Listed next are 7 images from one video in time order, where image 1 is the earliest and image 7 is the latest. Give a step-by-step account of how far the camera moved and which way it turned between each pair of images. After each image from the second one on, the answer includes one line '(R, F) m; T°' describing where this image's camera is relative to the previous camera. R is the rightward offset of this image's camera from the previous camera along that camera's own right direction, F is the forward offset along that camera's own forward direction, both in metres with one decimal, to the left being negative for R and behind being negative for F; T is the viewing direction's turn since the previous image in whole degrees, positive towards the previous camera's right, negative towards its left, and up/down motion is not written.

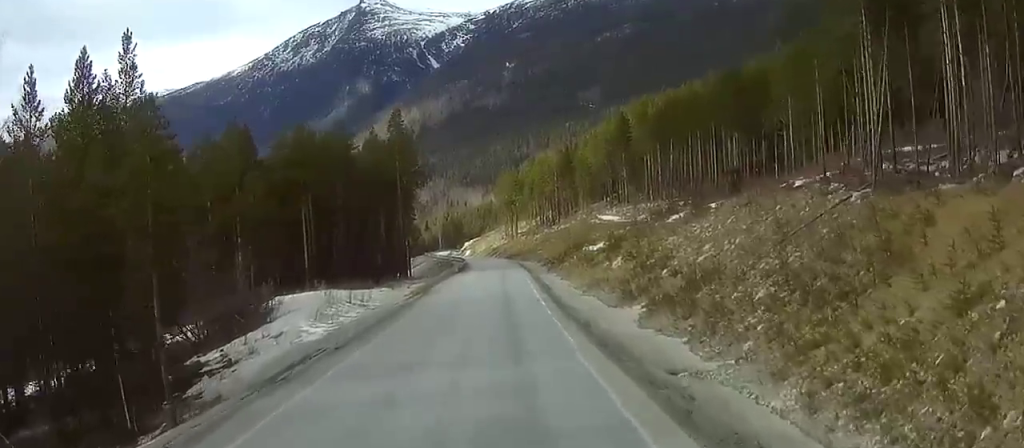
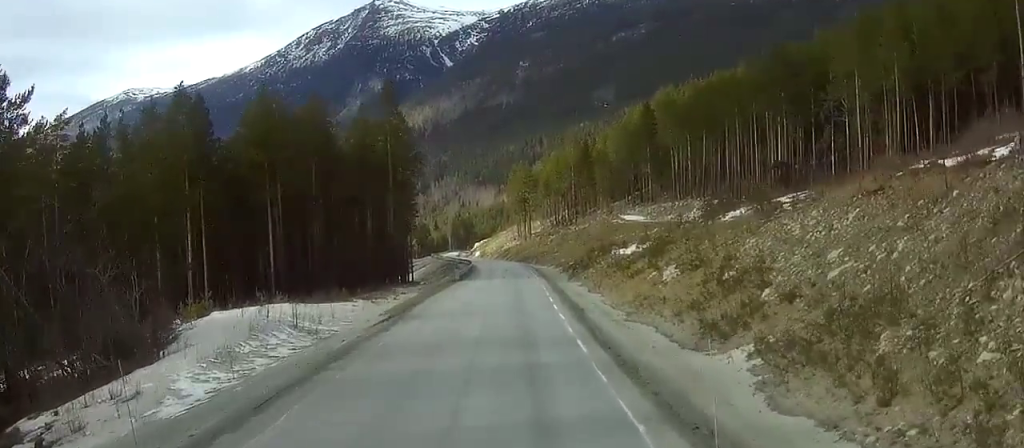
(+0.2, +19.6) m; 0°
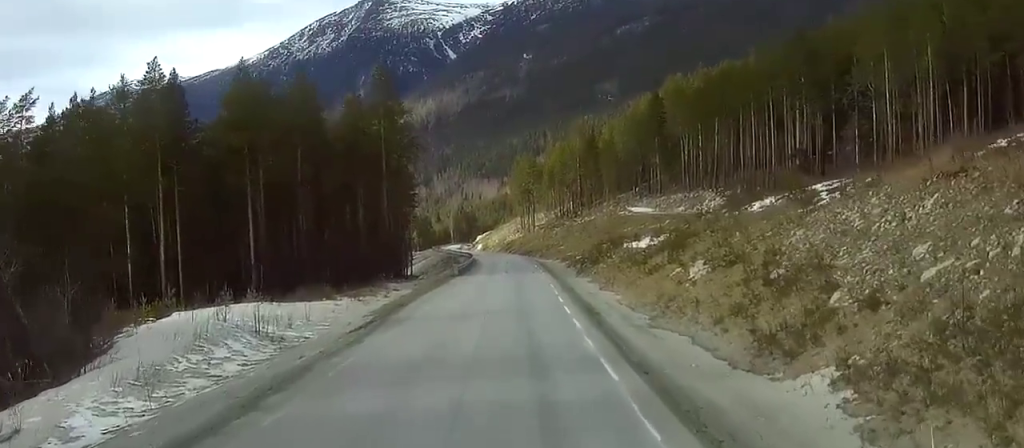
(-0.1, +7.4) m; -1°
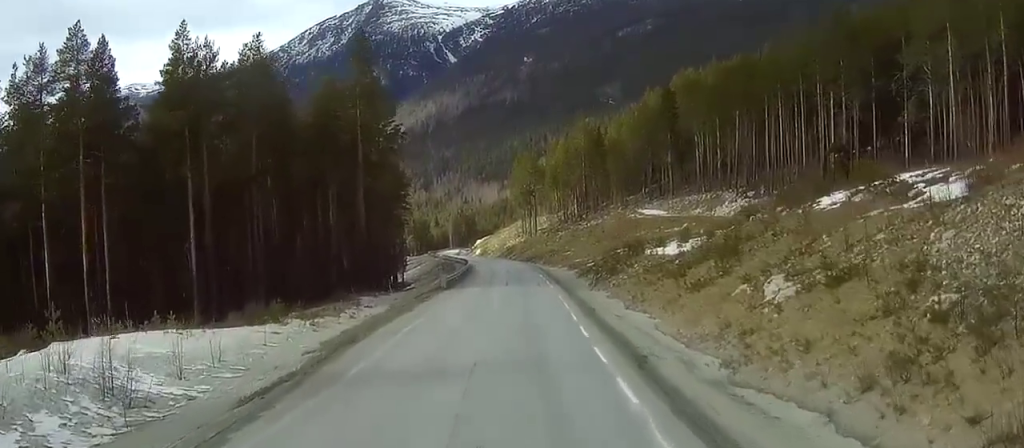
(-0.2, +14.5) m; -2°
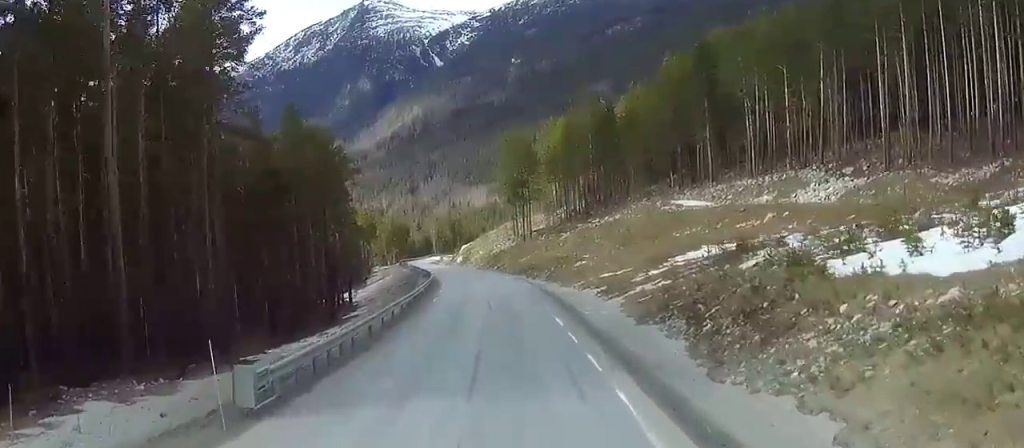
(-0.7, +45.1) m; -2°
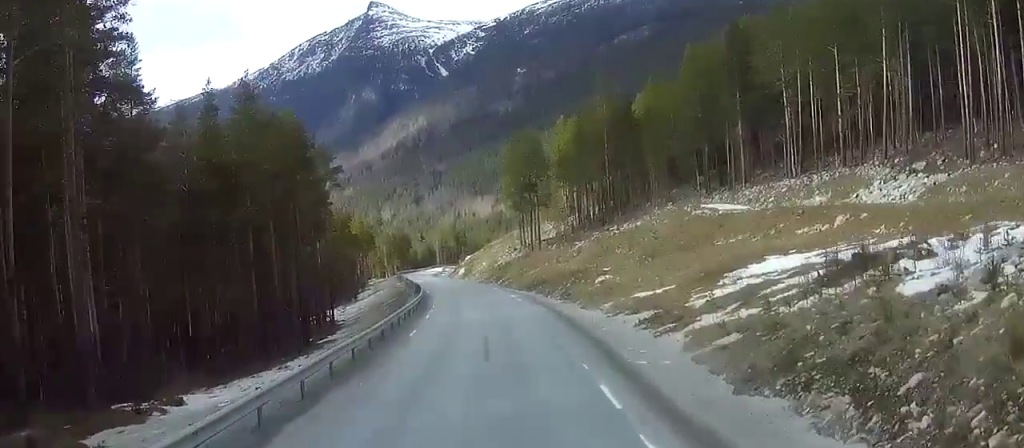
(-0.4, +15.7) m; -2°
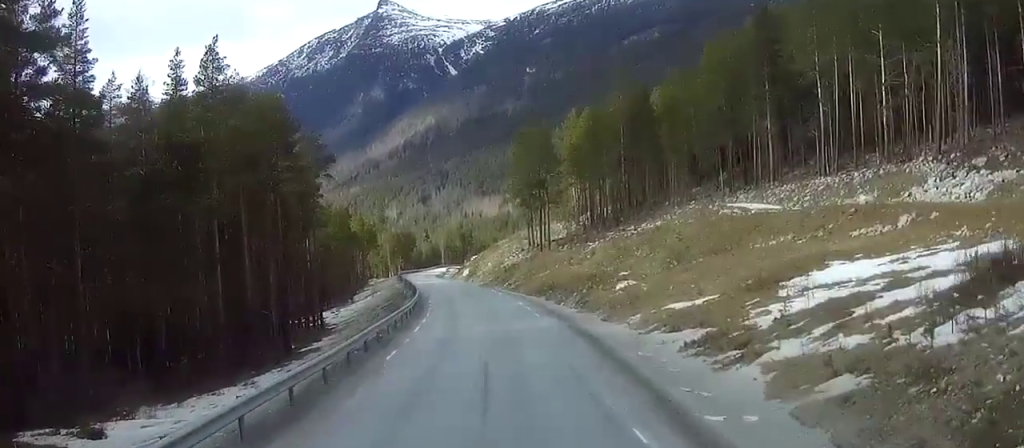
(-0.1, +9.4) m; -1°
